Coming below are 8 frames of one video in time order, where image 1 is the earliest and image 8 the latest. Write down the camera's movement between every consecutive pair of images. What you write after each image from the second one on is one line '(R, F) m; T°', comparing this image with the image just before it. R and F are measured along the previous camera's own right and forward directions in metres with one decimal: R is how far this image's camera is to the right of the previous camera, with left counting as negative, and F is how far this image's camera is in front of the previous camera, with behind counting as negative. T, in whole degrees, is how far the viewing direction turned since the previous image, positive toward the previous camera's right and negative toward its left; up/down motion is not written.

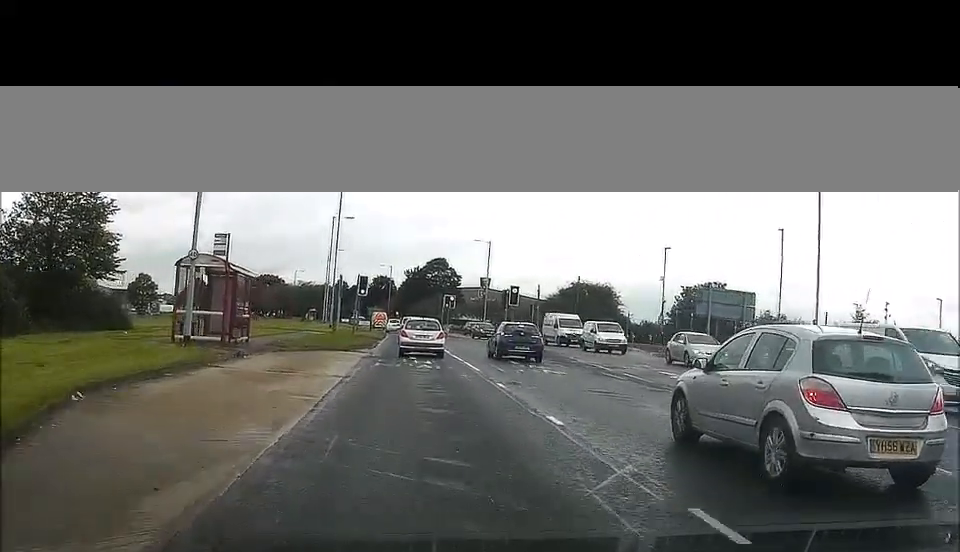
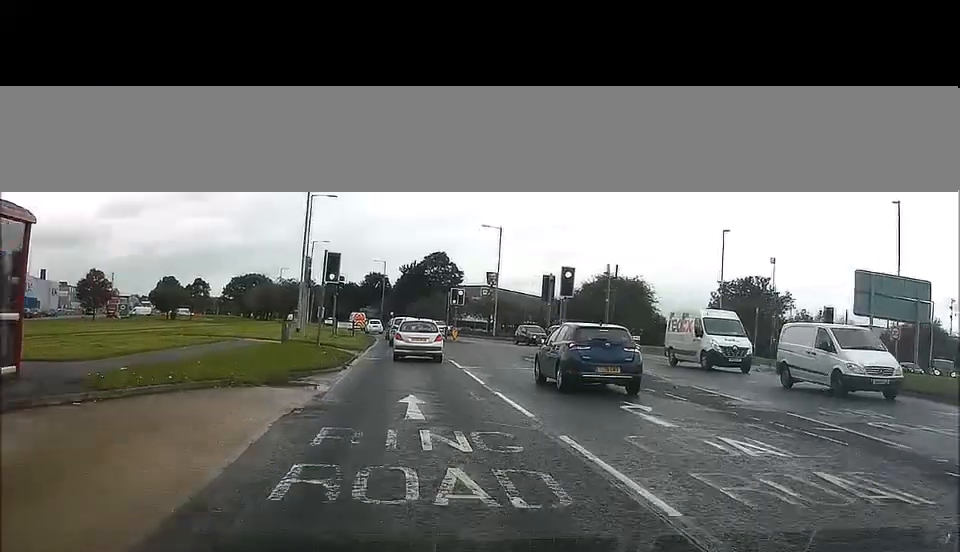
(+0.1, +16.7) m; -1°
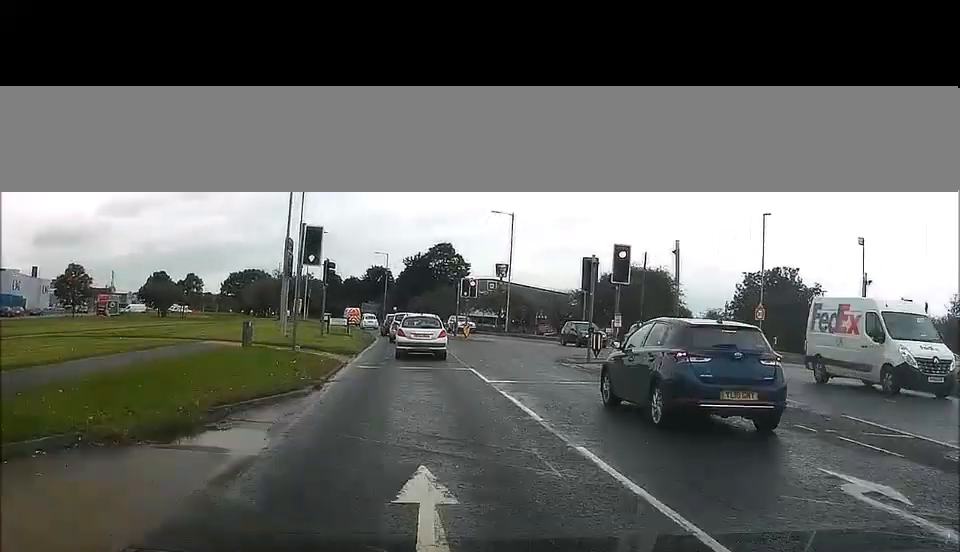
(0.0, +7.4) m; -1°
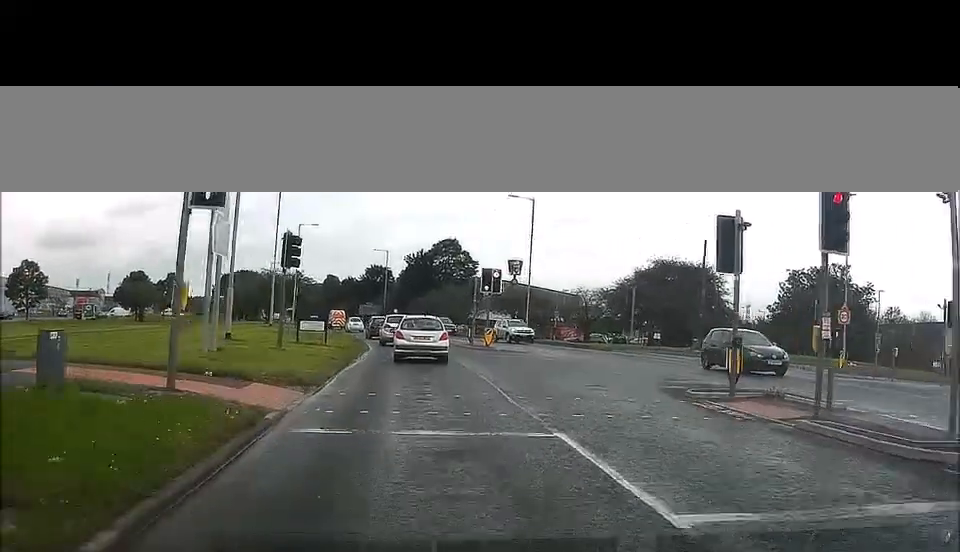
(-0.2, +12.3) m; 0°
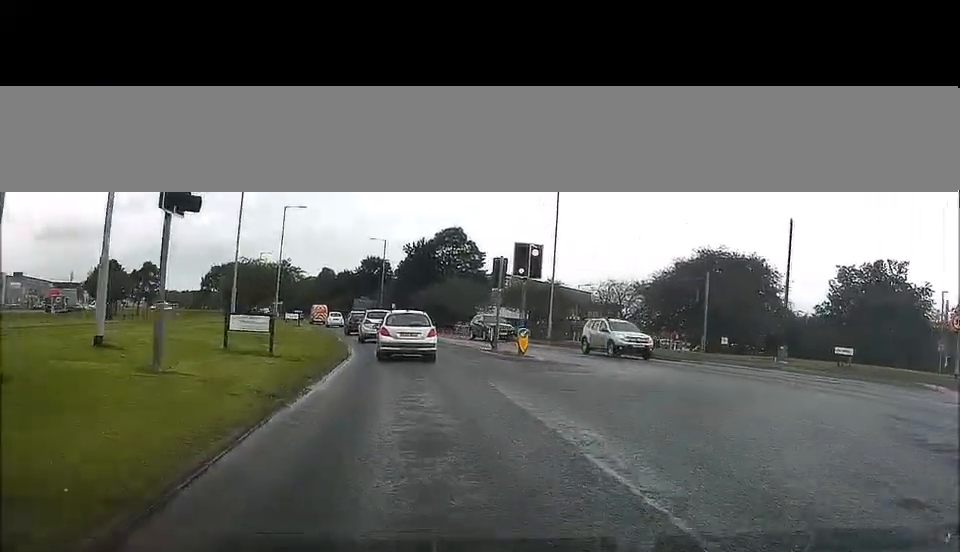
(0.0, +12.0) m; +1°
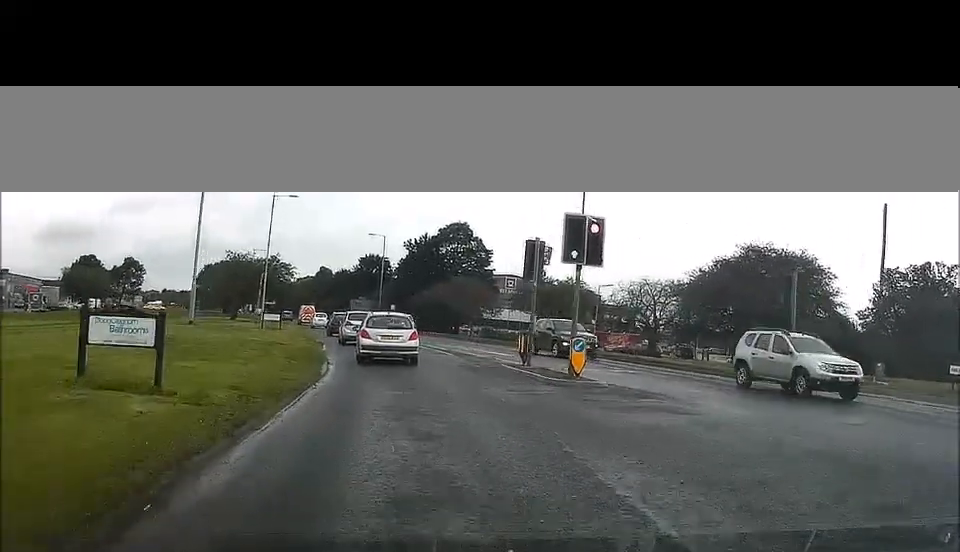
(+0.1, +8.3) m; 0°
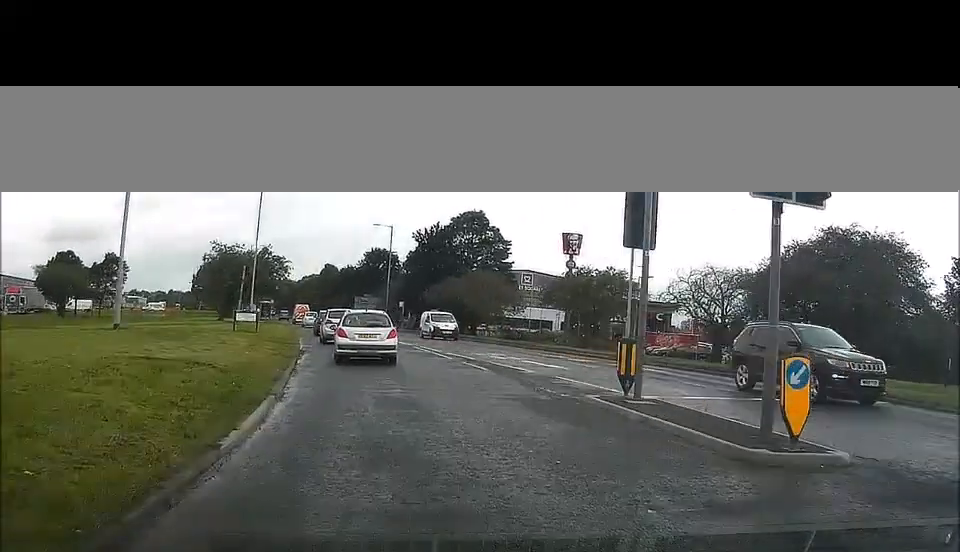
(-0.1, +10.2) m; -1°
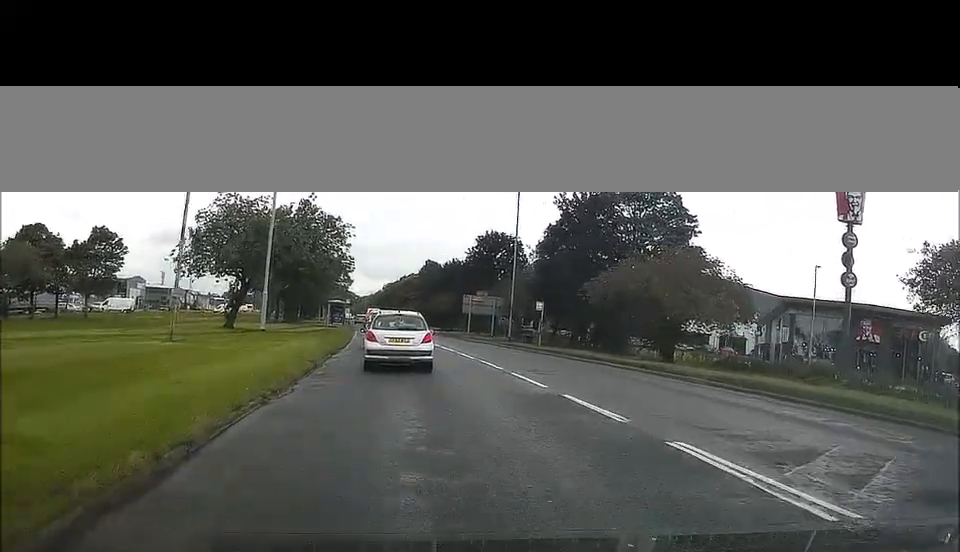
(-1.2, +32.9) m; -4°
